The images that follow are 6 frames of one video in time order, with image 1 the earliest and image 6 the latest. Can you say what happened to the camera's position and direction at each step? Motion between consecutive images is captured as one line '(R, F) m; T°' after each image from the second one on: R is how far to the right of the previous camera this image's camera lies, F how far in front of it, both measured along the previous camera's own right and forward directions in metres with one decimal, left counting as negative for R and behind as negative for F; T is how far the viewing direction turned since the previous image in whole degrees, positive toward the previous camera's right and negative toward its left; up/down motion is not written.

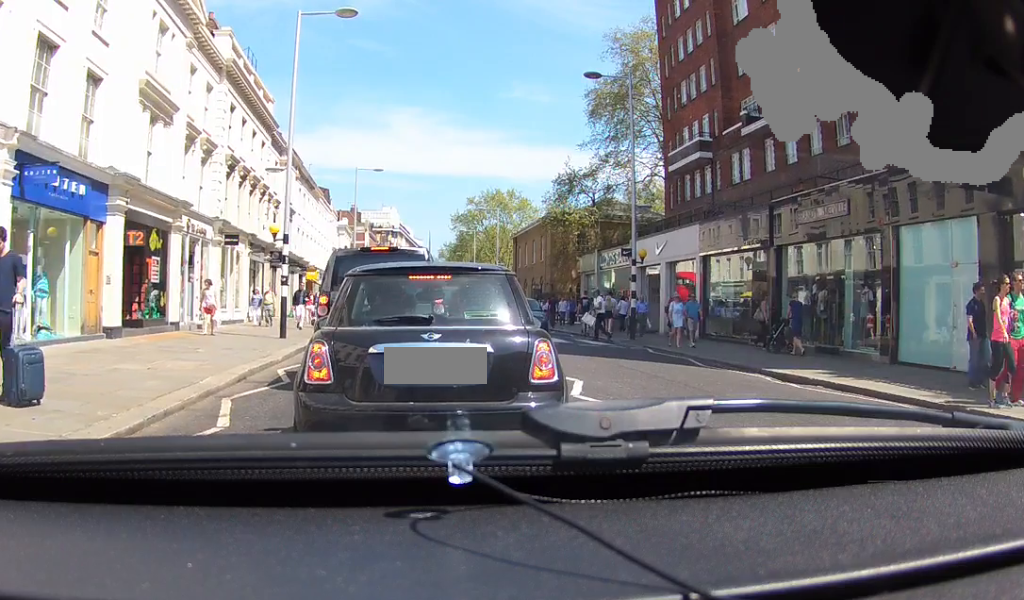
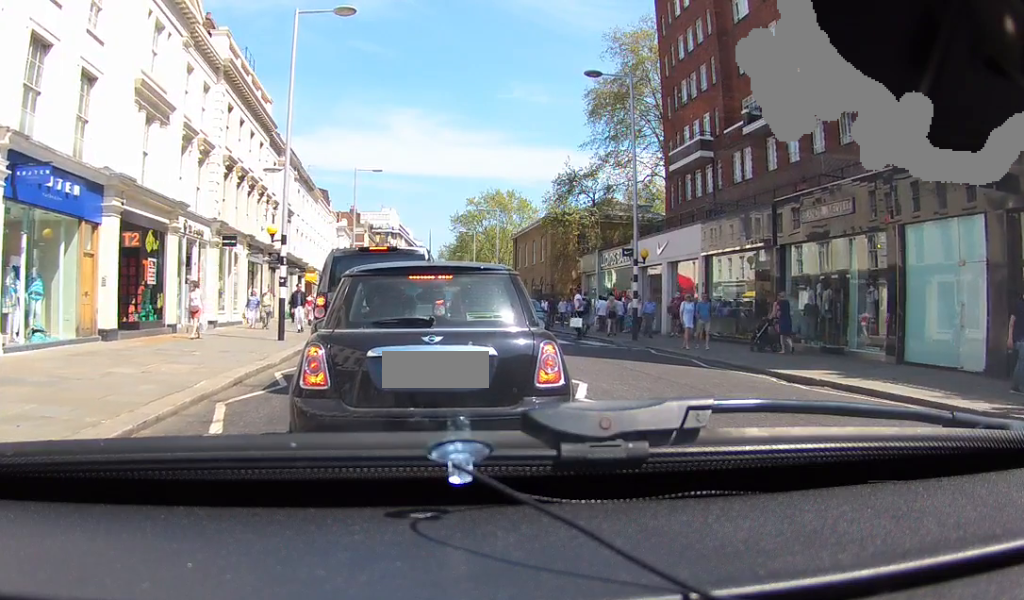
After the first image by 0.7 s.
(0.0, +0.2) m; 0°
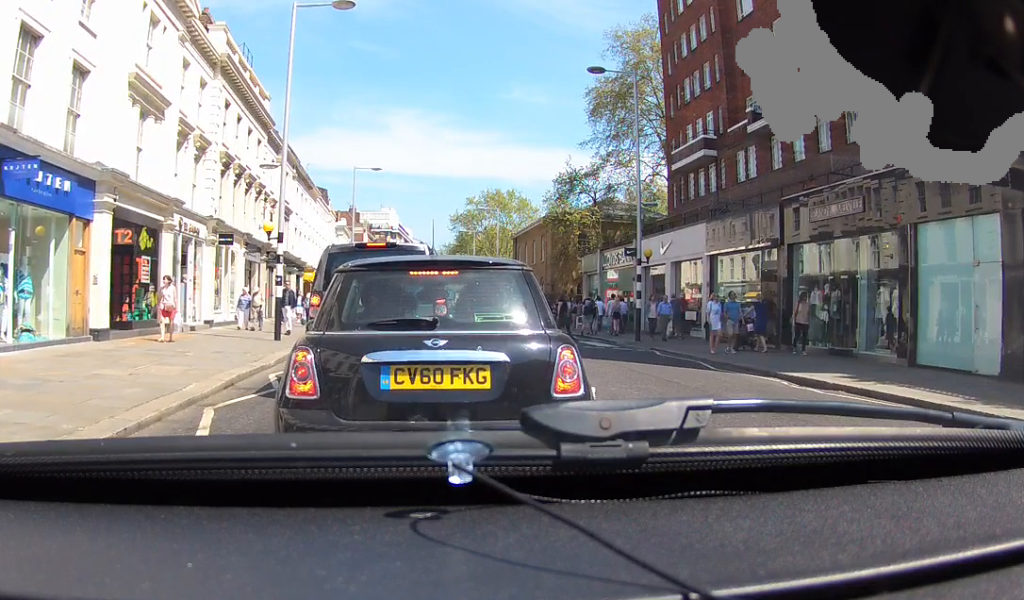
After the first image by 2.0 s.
(0.0, +0.4) m; 0°
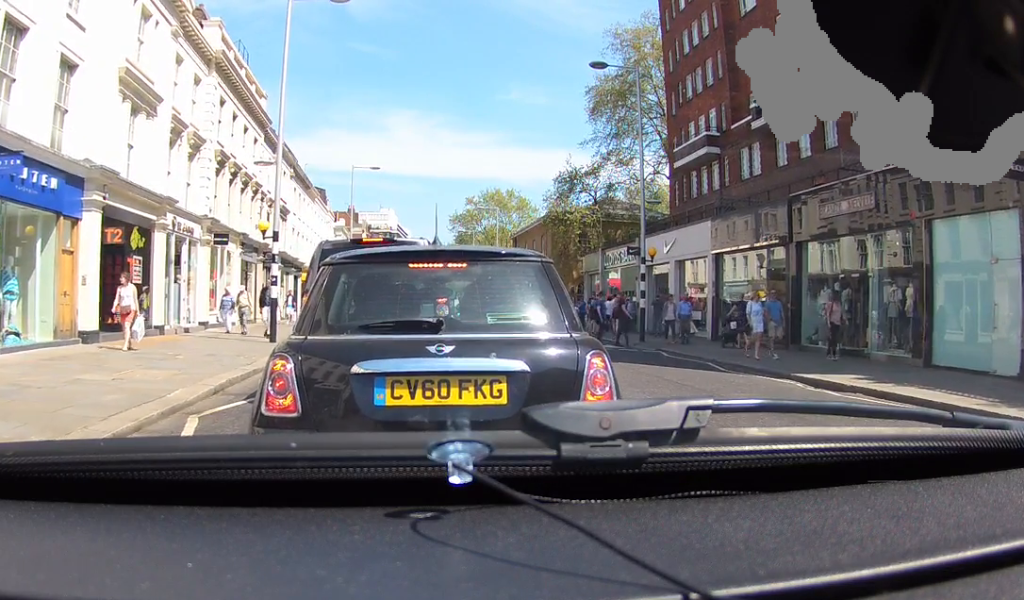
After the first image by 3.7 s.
(0.0, +0.5) m; 0°
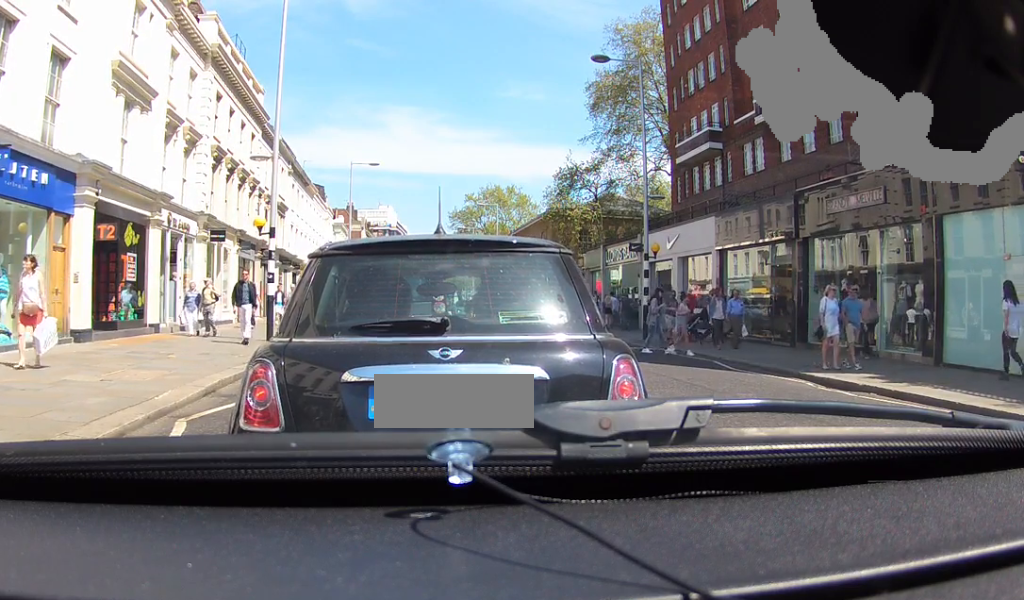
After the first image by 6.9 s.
(-0.1, +1.0) m; 0°
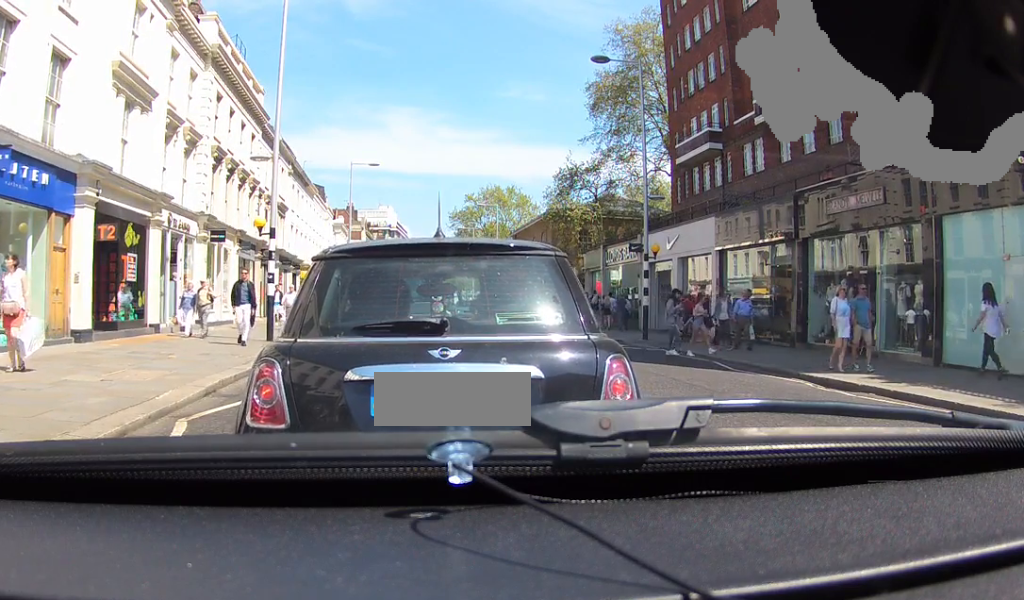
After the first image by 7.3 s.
(0.0, 0.0) m; 0°
